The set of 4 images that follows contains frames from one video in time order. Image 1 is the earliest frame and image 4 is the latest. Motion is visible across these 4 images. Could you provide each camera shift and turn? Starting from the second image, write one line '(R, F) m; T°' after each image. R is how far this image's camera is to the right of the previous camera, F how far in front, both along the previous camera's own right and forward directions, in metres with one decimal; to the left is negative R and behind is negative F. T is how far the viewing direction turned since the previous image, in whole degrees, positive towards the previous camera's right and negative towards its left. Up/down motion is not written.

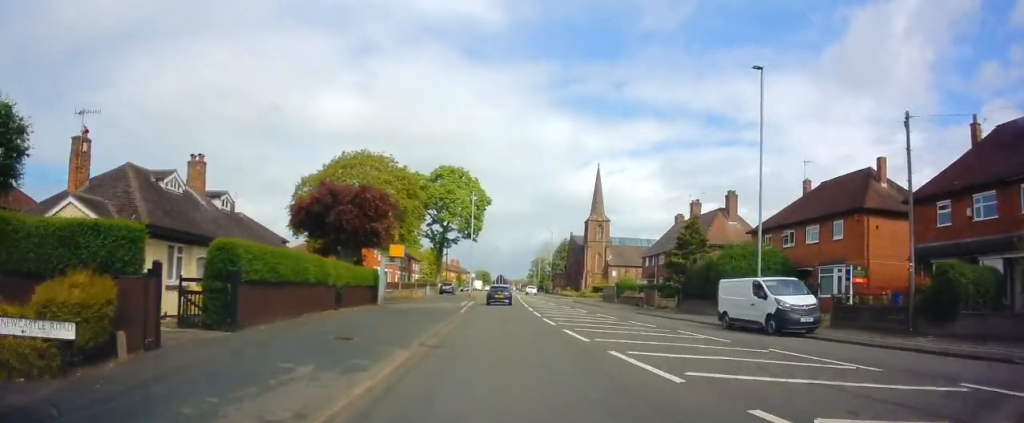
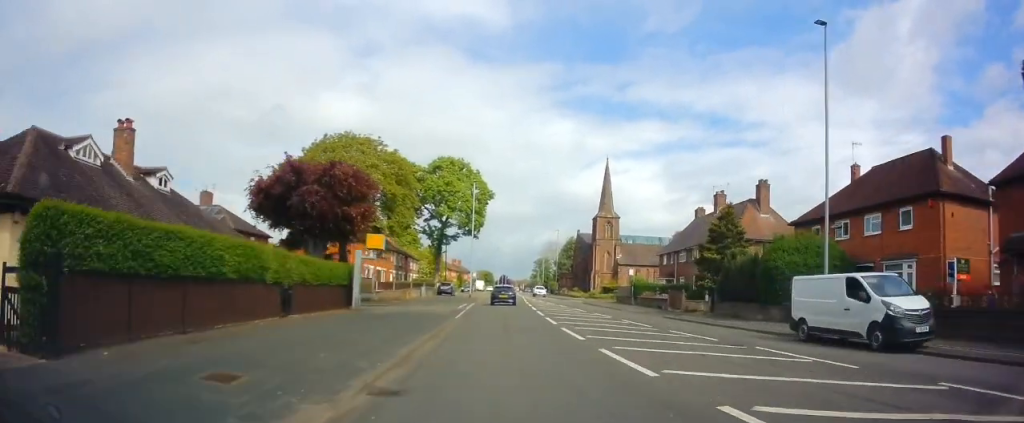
(0.0, +5.8) m; 0°
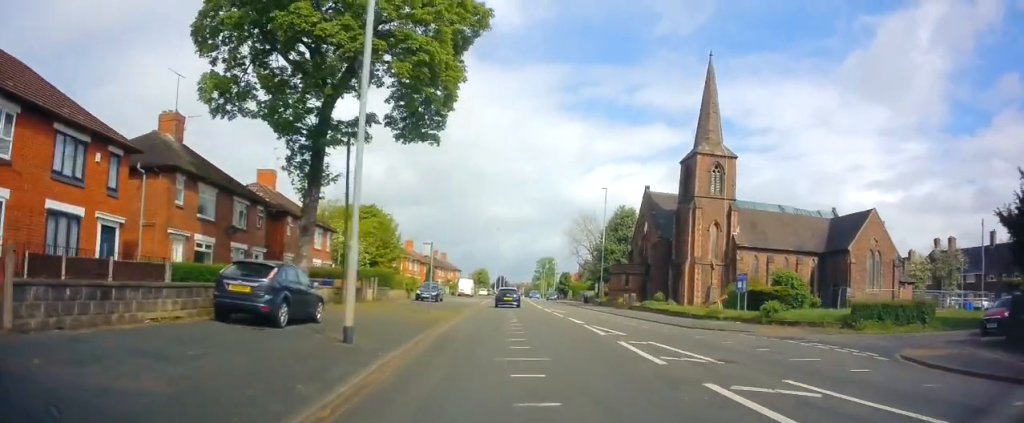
(-0.8, +49.7) m; 0°
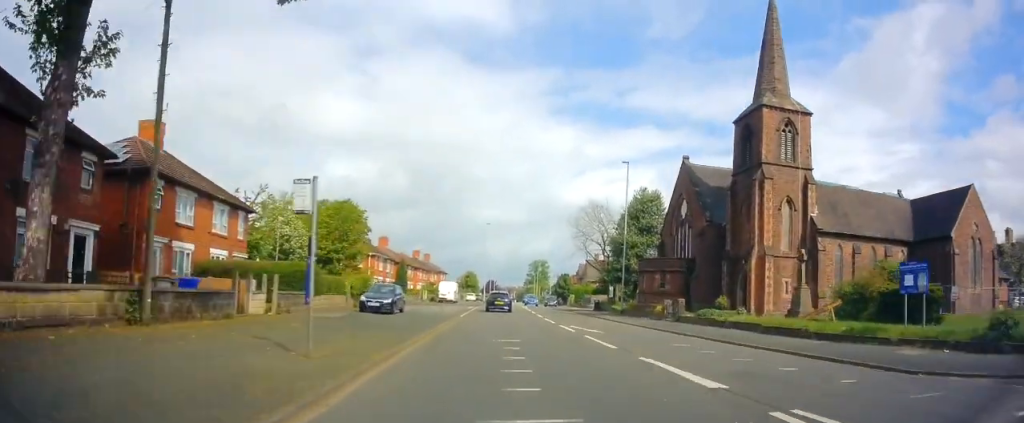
(-0.1, +14.7) m; -1°
